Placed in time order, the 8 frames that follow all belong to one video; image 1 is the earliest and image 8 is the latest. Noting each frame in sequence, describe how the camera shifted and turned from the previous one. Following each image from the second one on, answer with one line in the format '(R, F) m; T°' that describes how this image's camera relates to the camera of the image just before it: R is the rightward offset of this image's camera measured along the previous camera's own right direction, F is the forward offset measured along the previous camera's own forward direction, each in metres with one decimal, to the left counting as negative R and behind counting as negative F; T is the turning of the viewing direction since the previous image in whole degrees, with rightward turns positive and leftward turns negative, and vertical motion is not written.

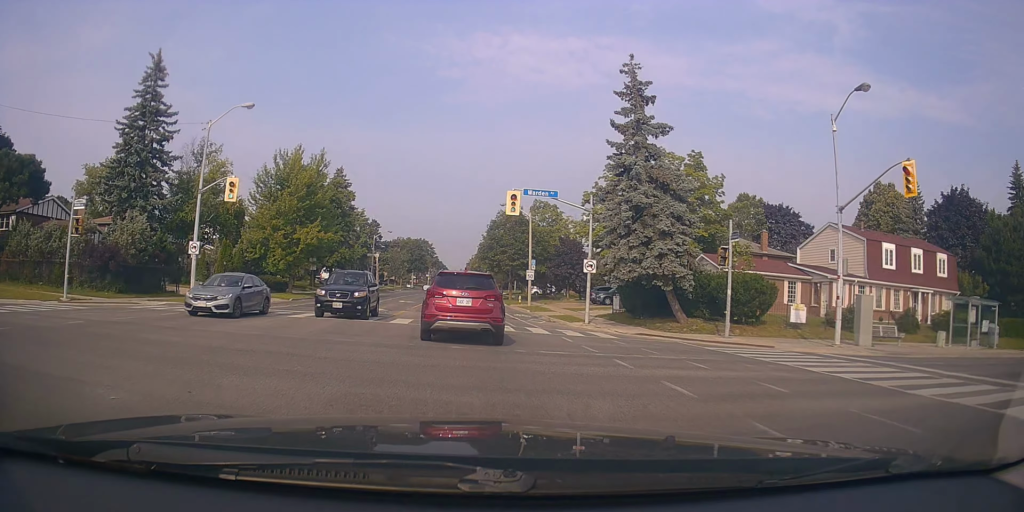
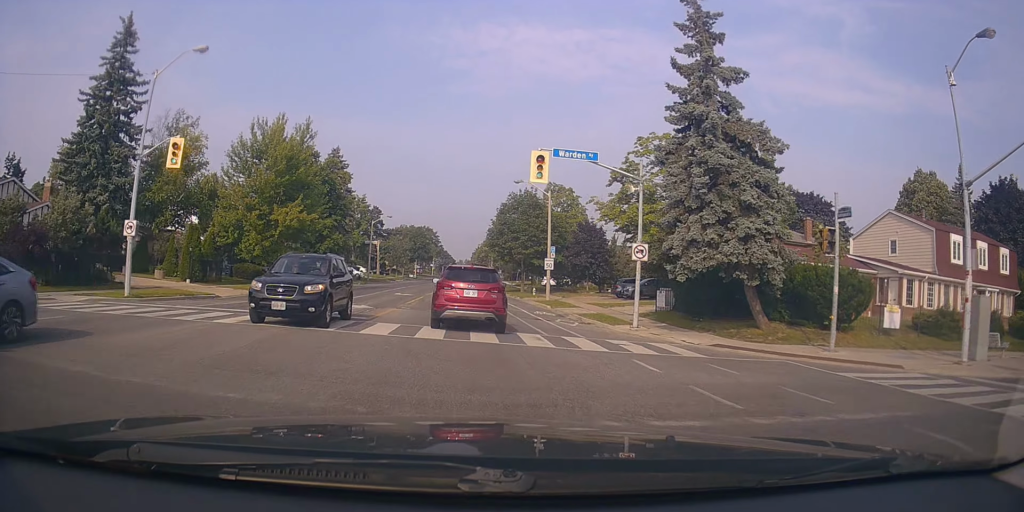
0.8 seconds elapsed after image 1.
(0.0, +6.6) m; -1°
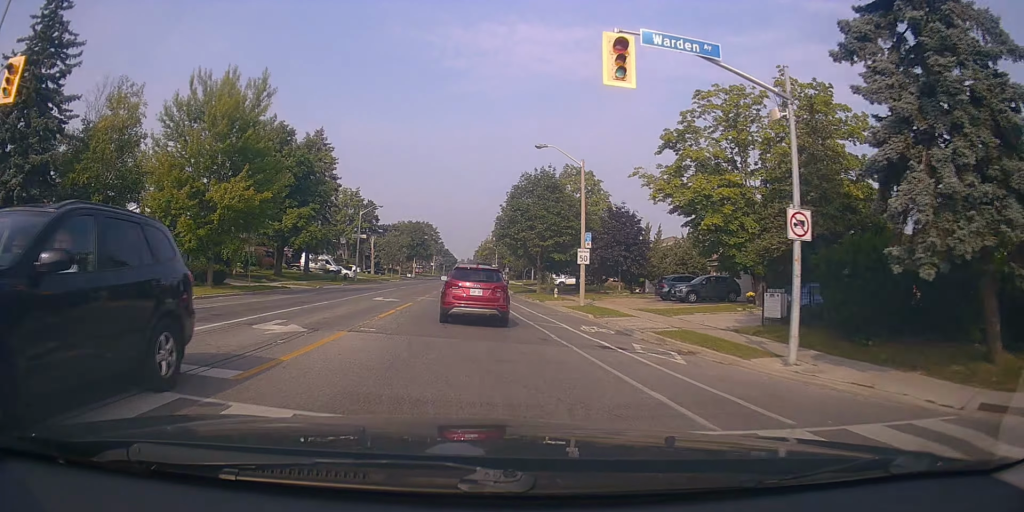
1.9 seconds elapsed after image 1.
(-0.3, +9.7) m; -2°
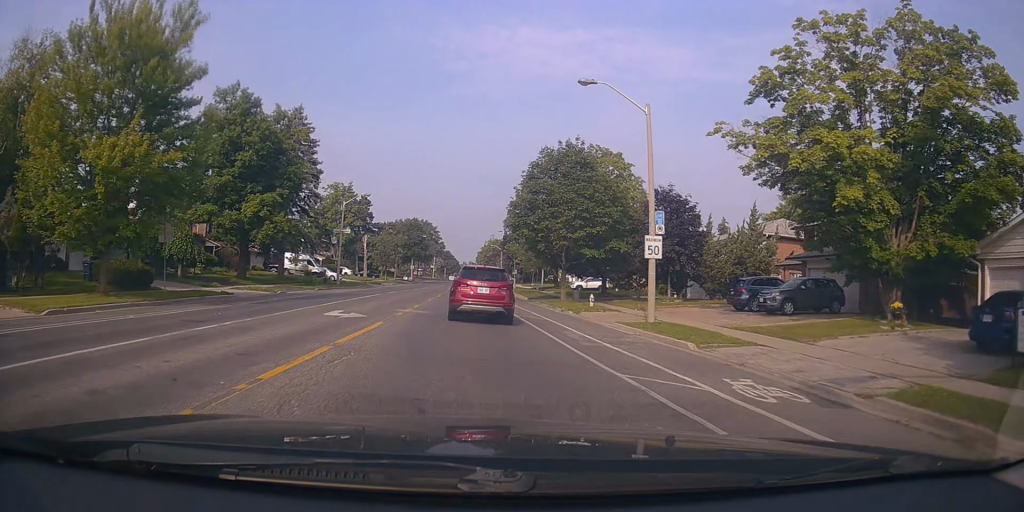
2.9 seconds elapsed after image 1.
(0.0, +10.0) m; -1°
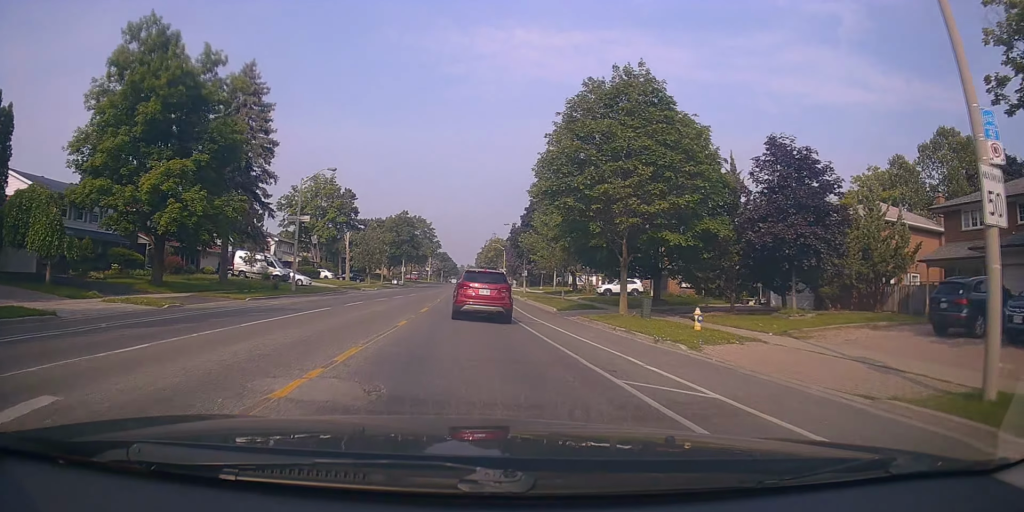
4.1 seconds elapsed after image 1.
(-0.3, +13.6) m; +1°
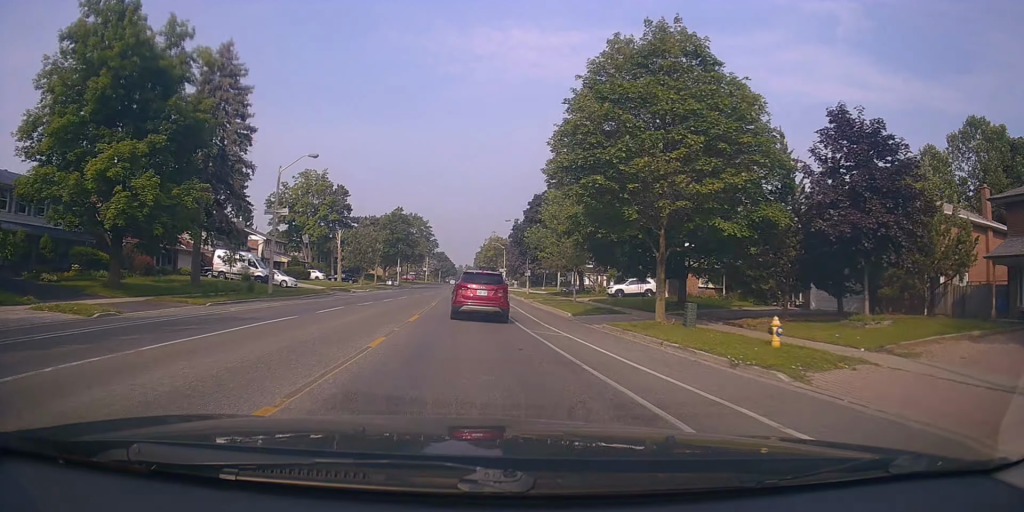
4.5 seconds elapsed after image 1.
(+0.2, +4.6) m; 0°
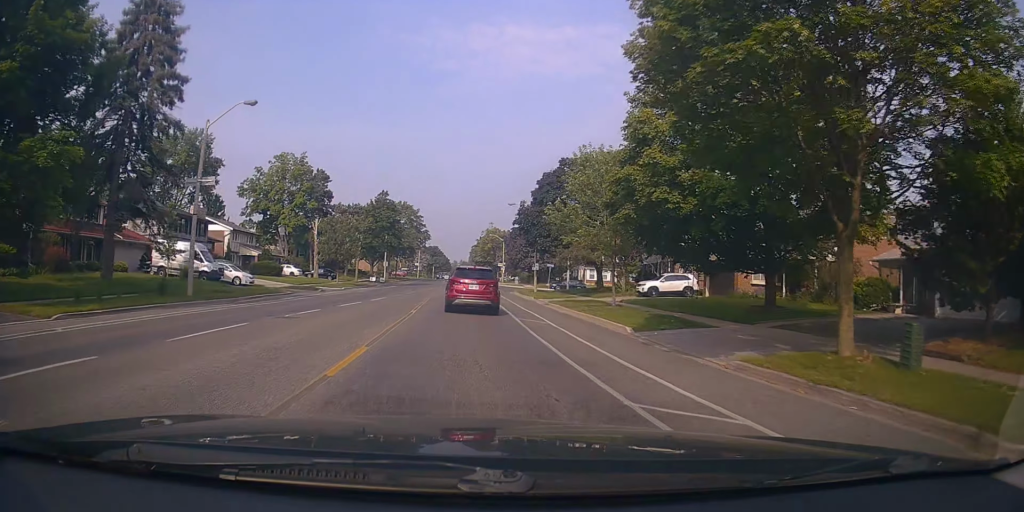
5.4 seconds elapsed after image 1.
(+0.3, +10.2) m; +1°
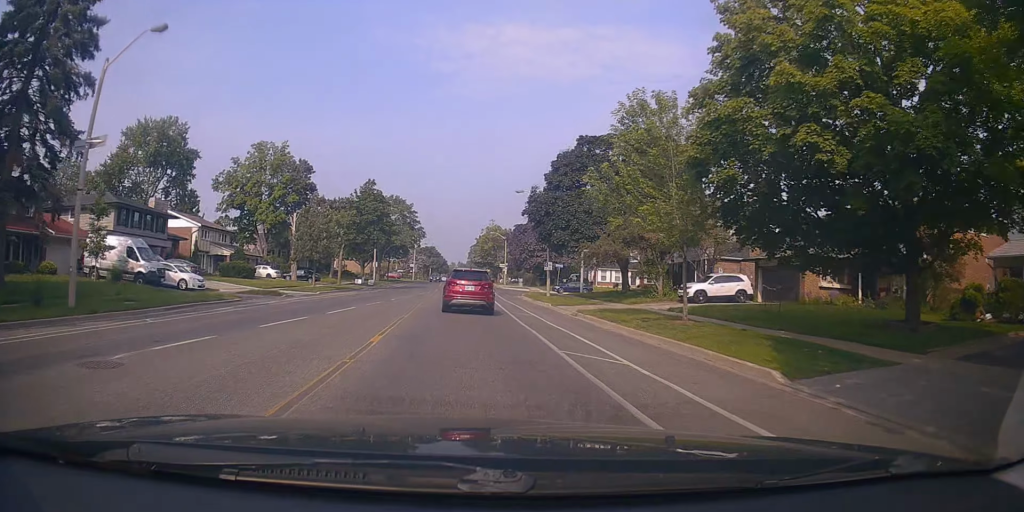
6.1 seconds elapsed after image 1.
(-0.3, +8.5) m; 0°
